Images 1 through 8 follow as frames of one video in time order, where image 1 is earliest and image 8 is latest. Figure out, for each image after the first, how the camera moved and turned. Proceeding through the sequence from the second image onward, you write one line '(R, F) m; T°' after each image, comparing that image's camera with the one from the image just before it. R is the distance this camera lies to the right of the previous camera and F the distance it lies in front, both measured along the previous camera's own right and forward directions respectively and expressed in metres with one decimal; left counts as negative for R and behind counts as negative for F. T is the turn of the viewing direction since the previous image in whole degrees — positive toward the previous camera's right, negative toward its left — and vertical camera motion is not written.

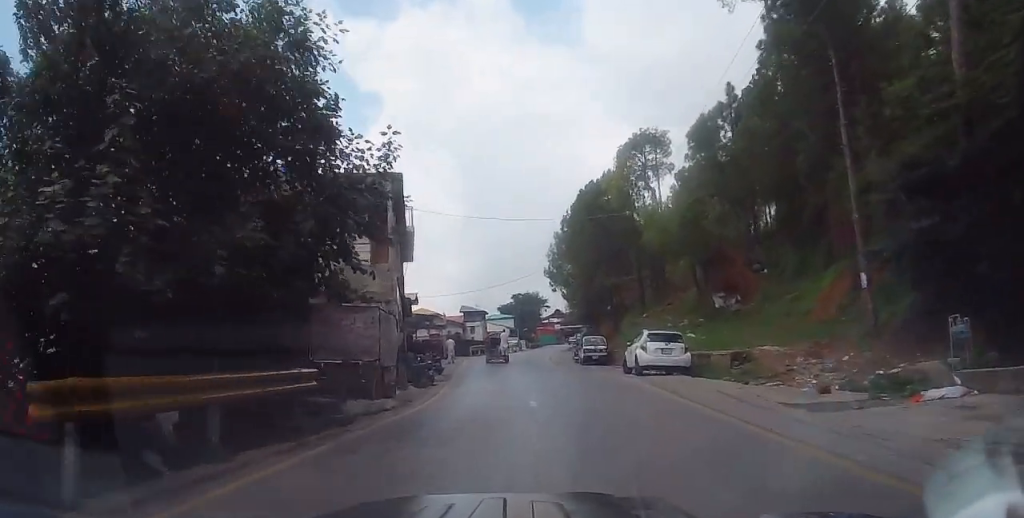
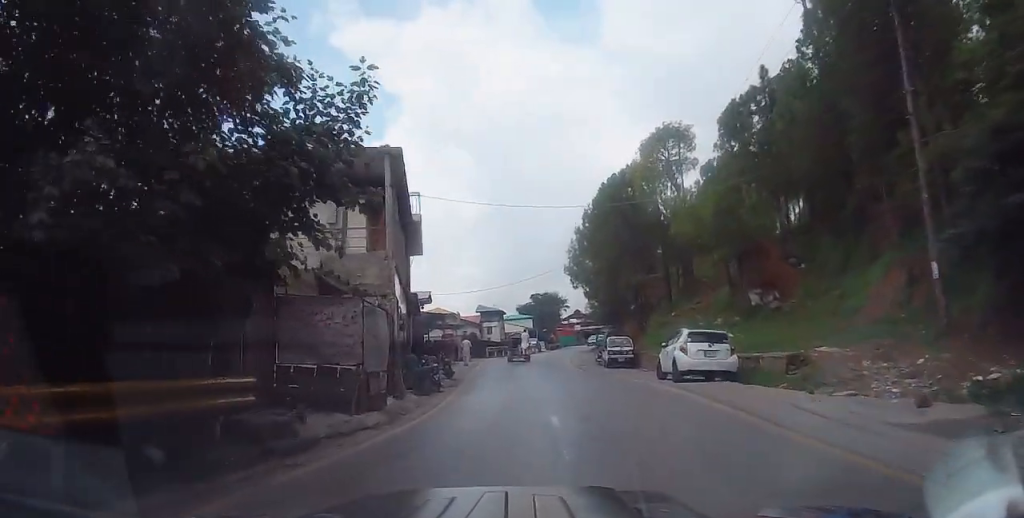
(0.0, +2.9) m; -3°
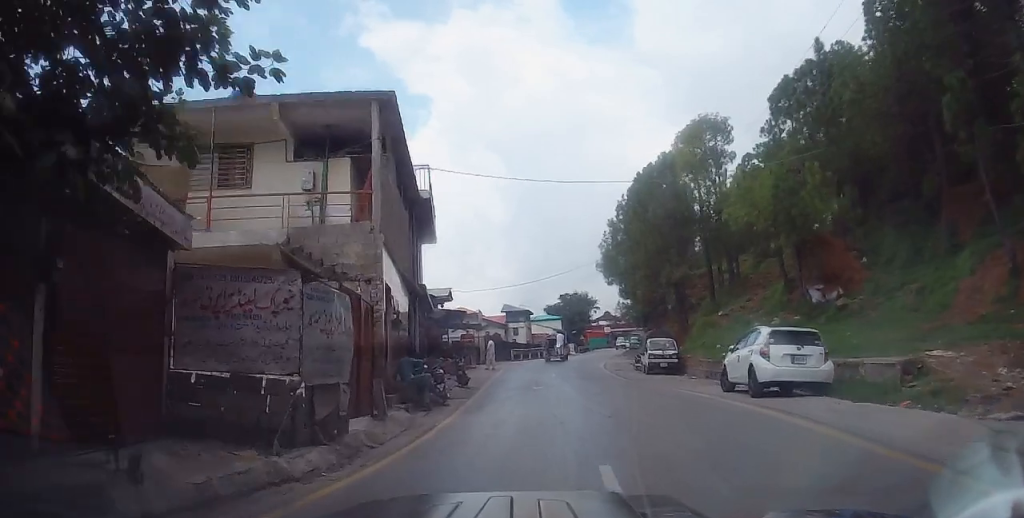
(-0.3, +4.1) m; -4°
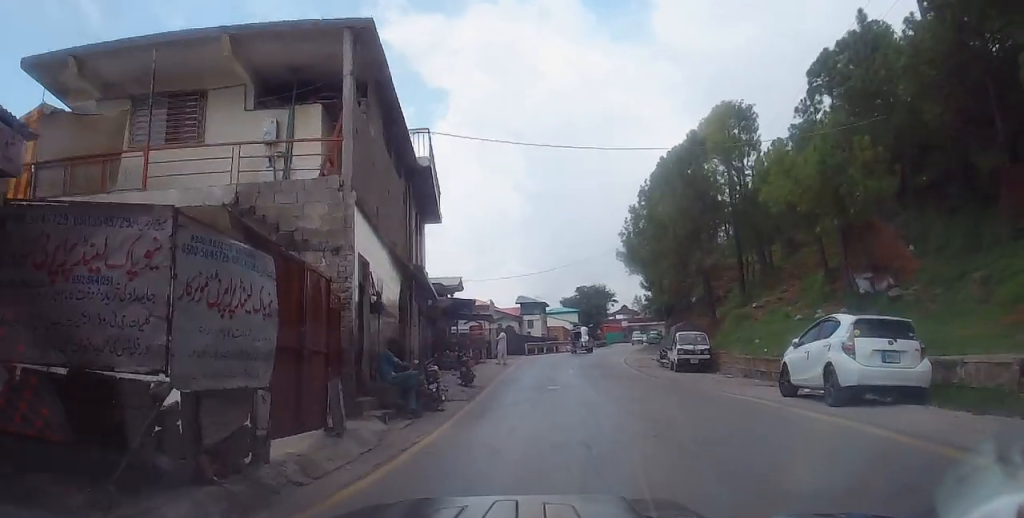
(+0.1, +3.1) m; 0°
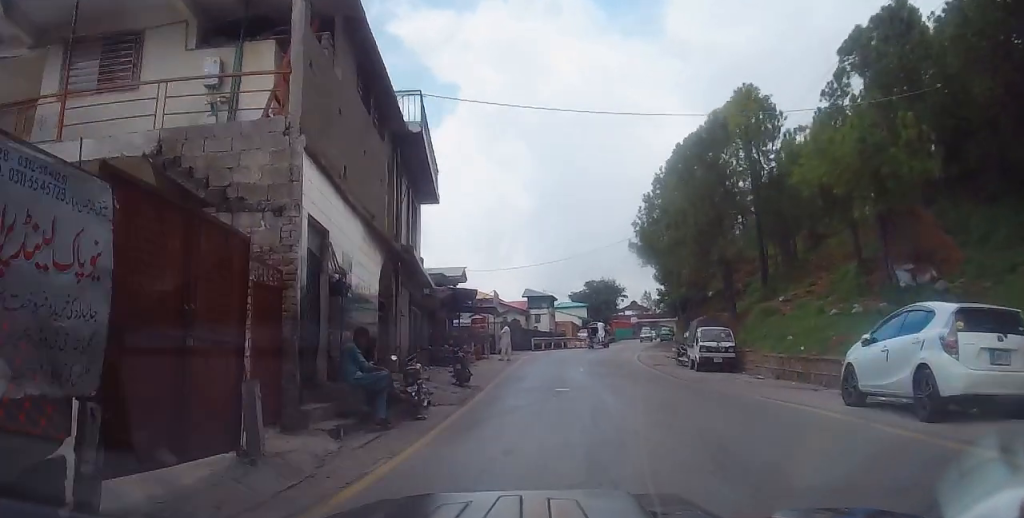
(0.0, +2.6) m; 0°
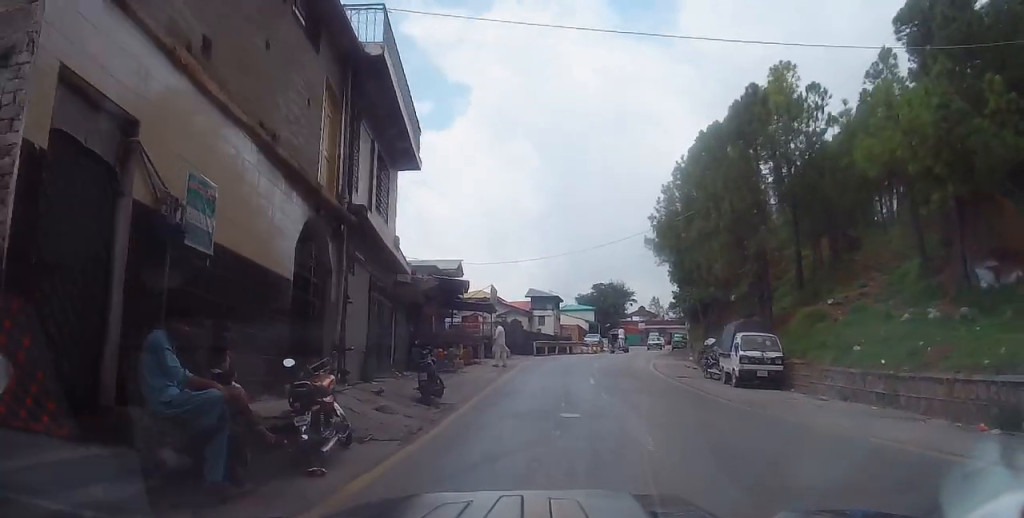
(-0.1, +4.6) m; -1°
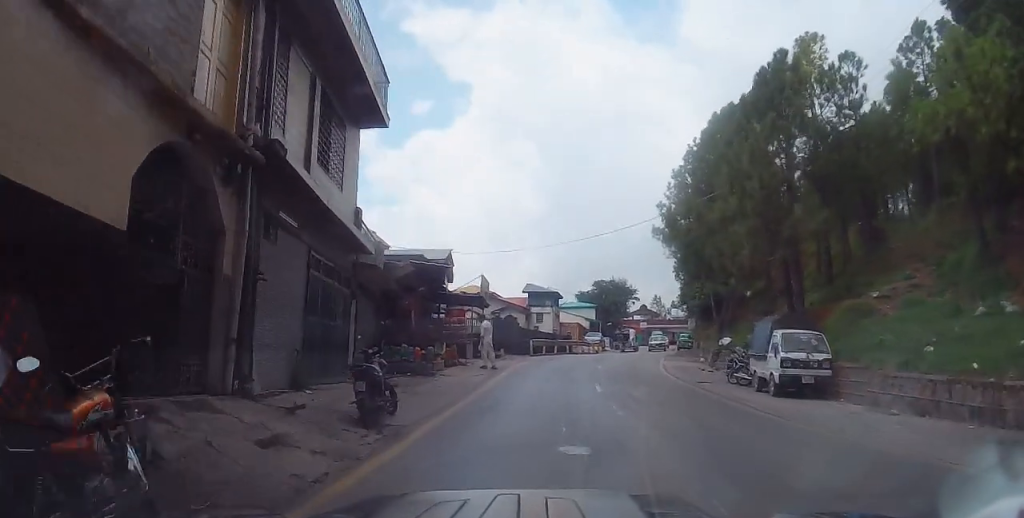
(0.0, +3.6) m; 0°
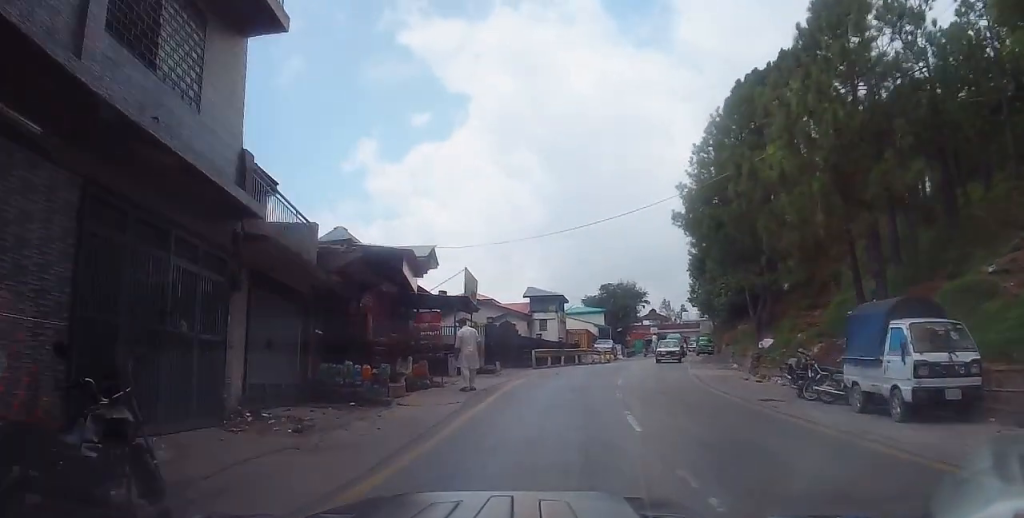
(0.0, +5.7) m; 0°
